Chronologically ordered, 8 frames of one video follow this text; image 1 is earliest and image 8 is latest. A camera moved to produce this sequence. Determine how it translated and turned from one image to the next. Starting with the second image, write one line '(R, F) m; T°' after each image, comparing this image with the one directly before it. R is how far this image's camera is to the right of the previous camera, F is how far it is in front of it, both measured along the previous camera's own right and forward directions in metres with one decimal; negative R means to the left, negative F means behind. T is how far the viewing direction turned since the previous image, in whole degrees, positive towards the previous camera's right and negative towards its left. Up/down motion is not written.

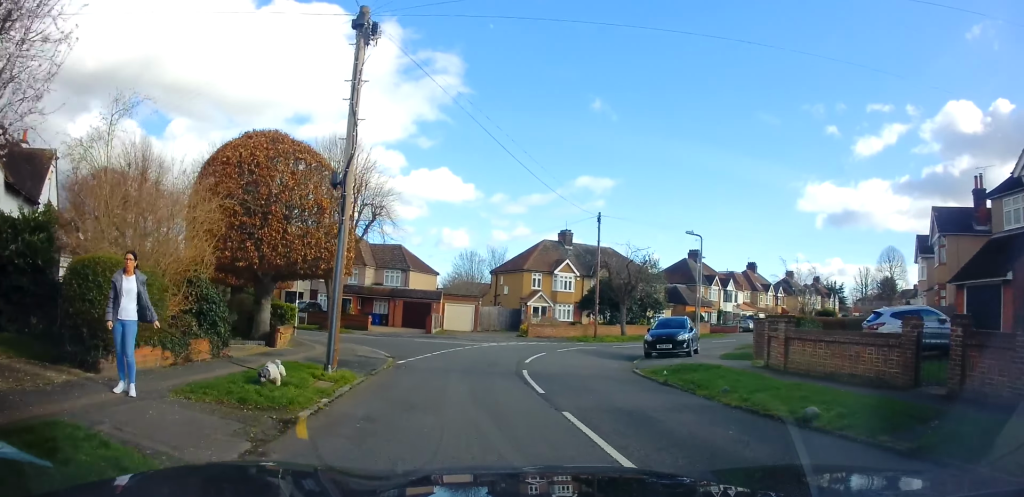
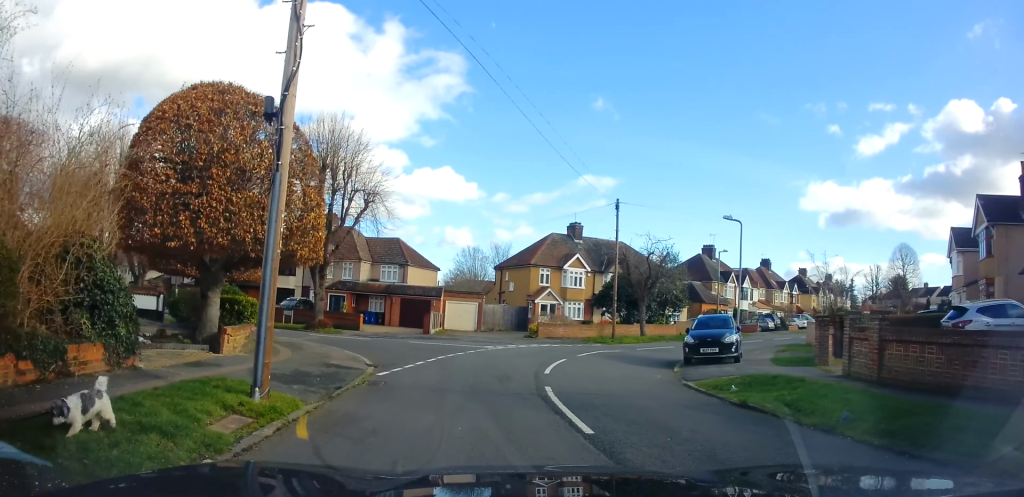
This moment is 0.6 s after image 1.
(-0.3, +3.8) m; -4°
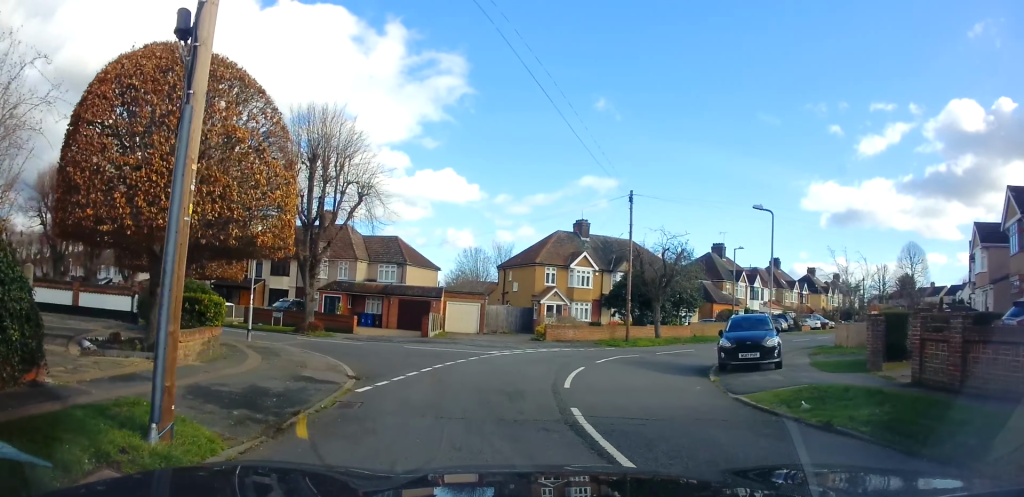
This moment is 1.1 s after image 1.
(-0.1, +2.6) m; -3°
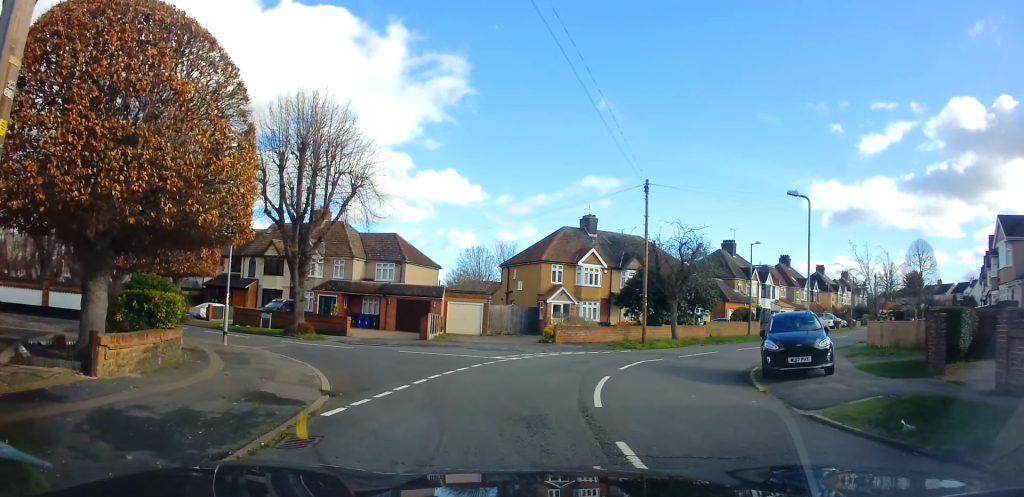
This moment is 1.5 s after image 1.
(-0.1, +2.3) m; -3°
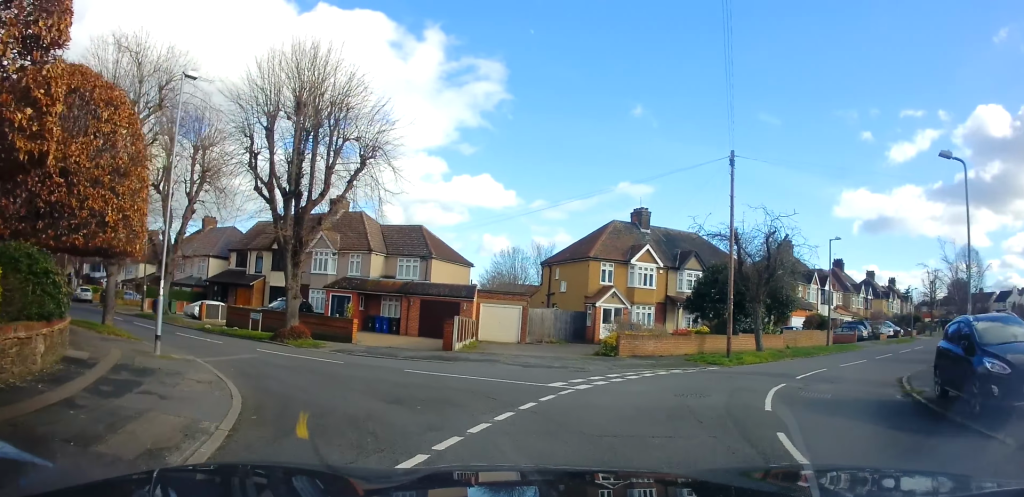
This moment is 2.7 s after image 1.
(-0.6, +6.3) m; -12°
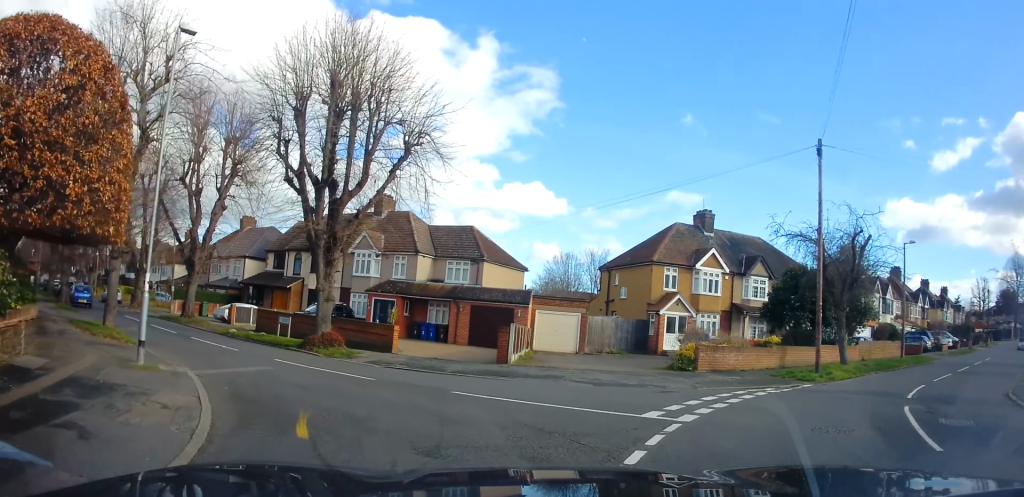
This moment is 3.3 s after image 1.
(-0.2, +3.1) m; -5°
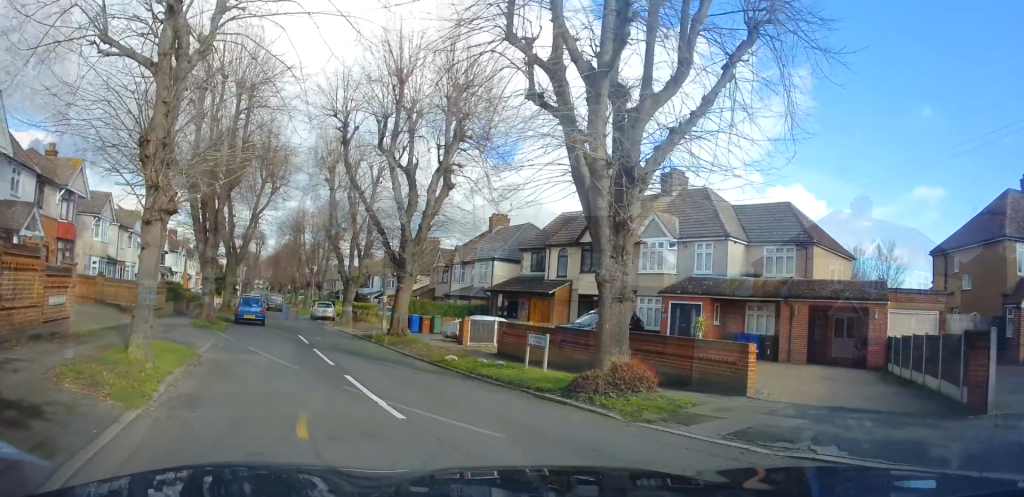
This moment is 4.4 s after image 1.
(-0.3, +5.9) m; -8°
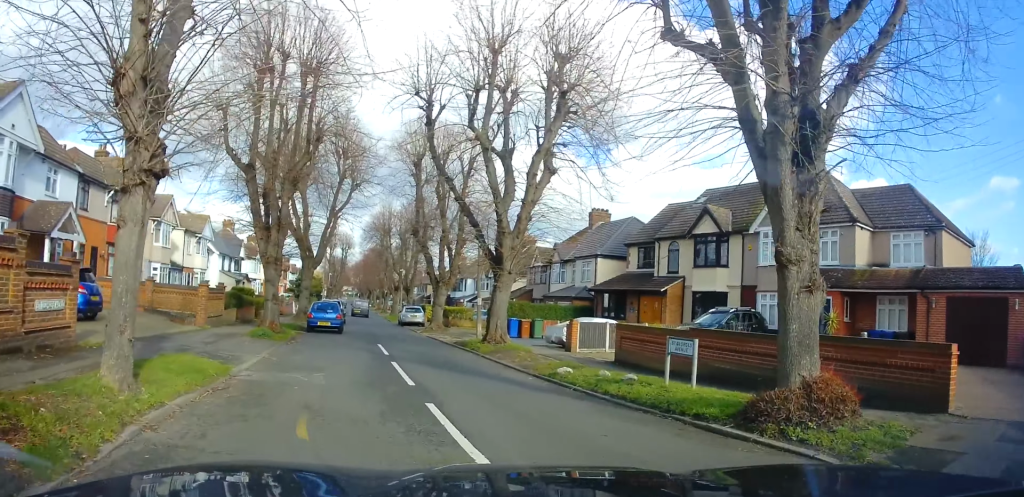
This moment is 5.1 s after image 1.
(+0.3, +3.5) m; -8°
